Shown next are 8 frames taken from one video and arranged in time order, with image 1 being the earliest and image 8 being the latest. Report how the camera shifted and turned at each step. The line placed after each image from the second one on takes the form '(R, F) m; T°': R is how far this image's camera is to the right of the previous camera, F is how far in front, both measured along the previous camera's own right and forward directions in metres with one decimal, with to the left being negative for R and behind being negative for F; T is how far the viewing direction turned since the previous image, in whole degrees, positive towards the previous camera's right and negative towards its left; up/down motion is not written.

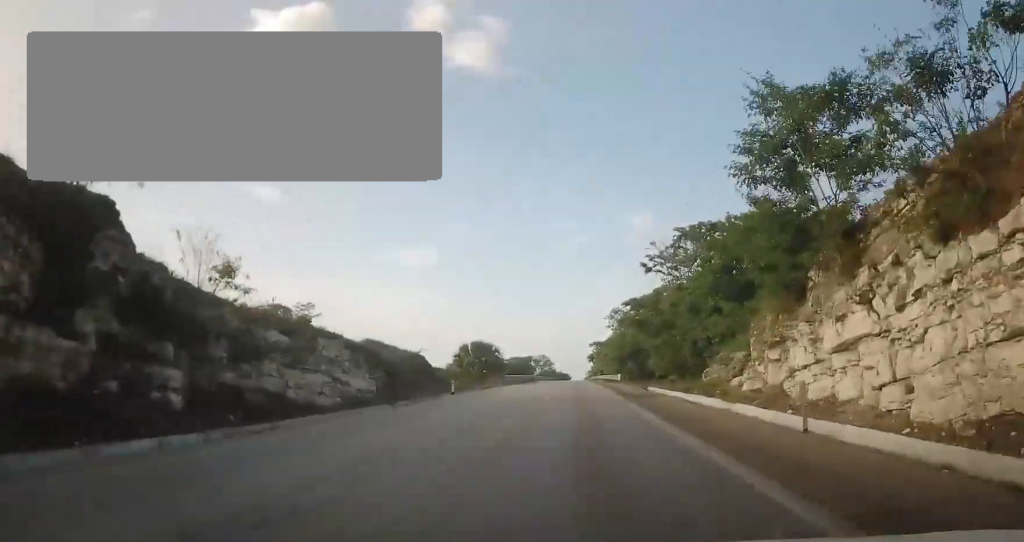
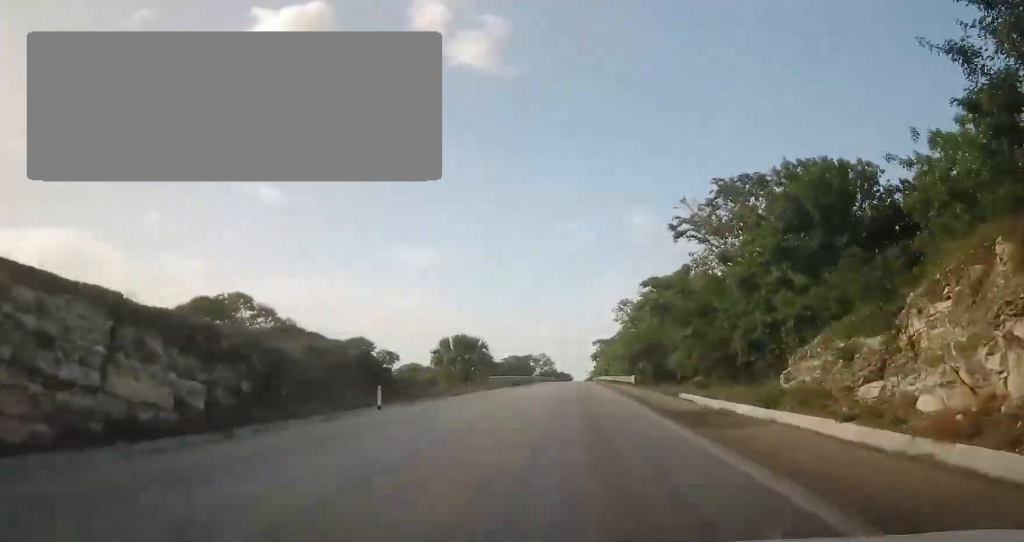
(-0.3, +12.8) m; 0°
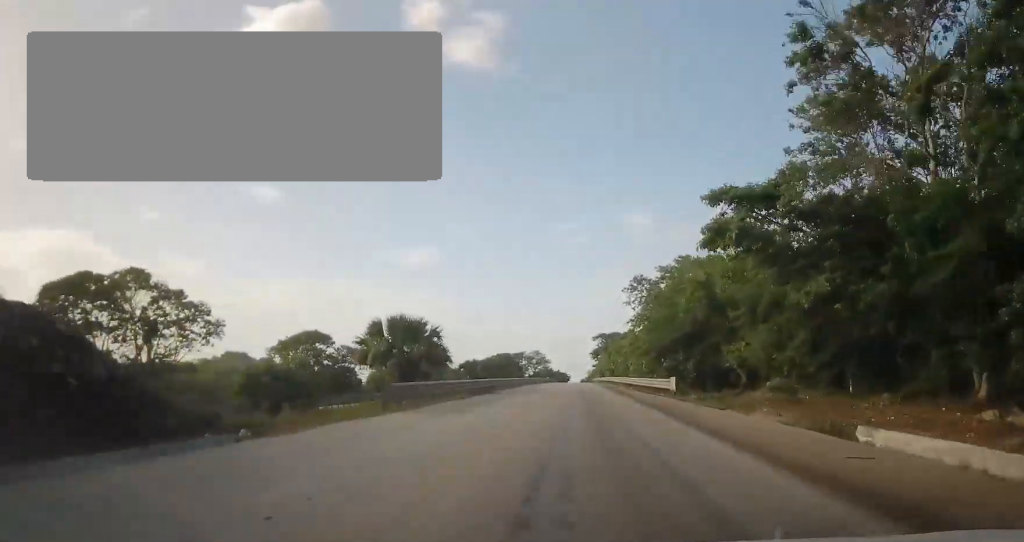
(+0.1, +21.6) m; +1°
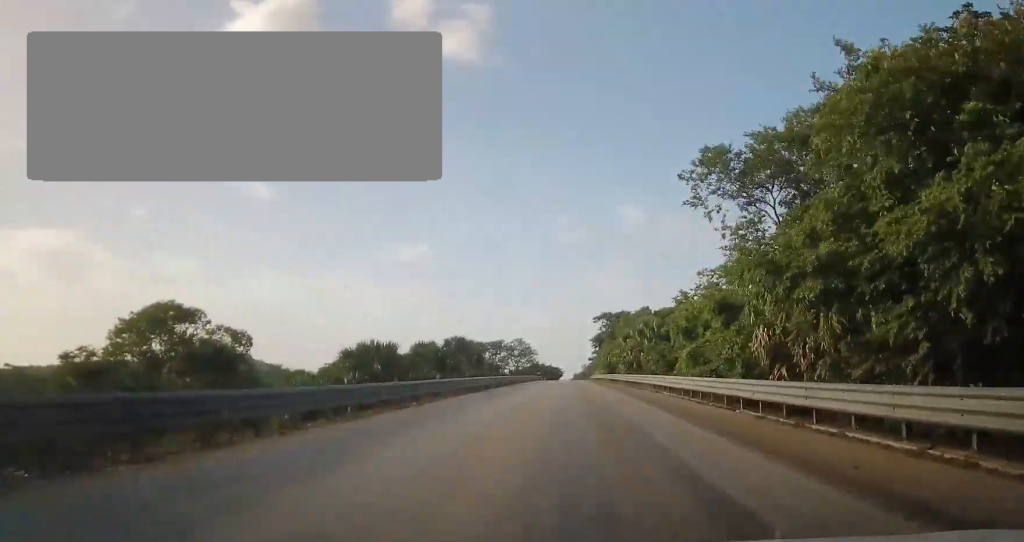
(+0.3, +38.6) m; 0°
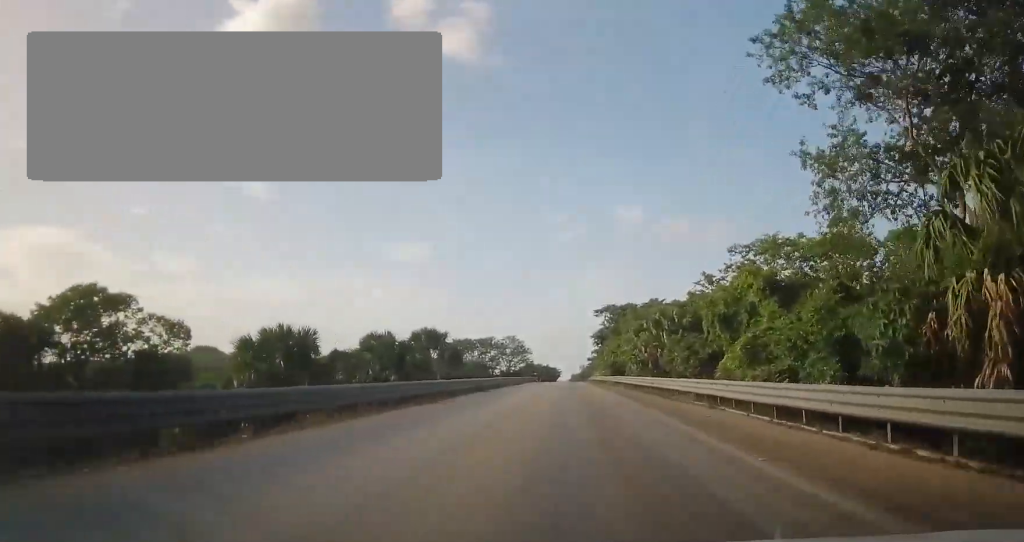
(-0.2, +13.0) m; 0°
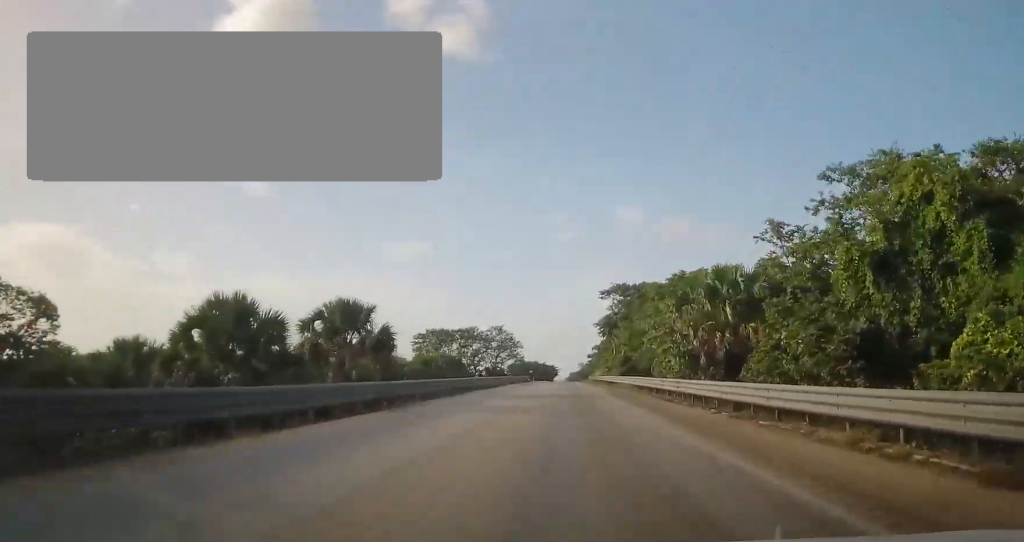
(-0.2, +19.7) m; +1°
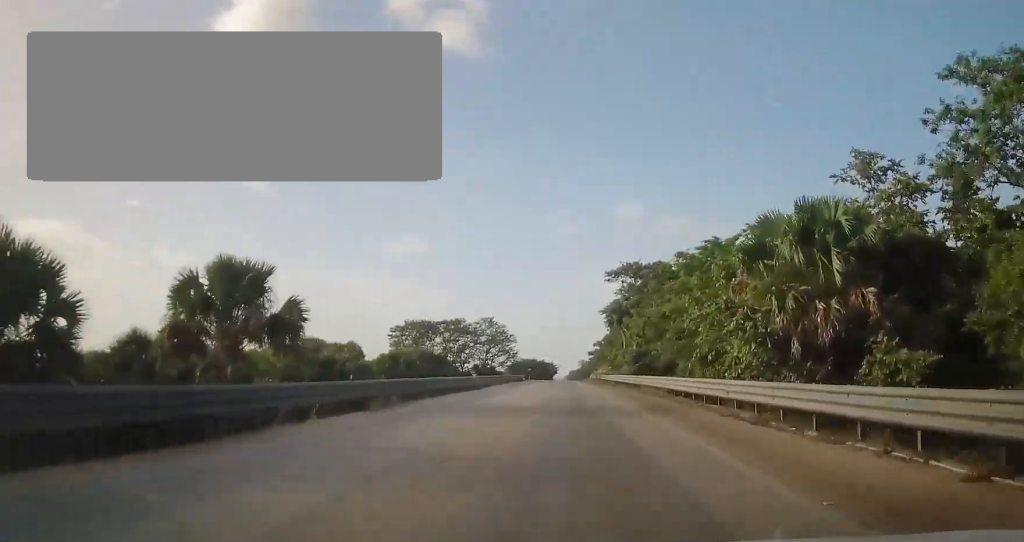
(+0.4, +12.1) m; 0°
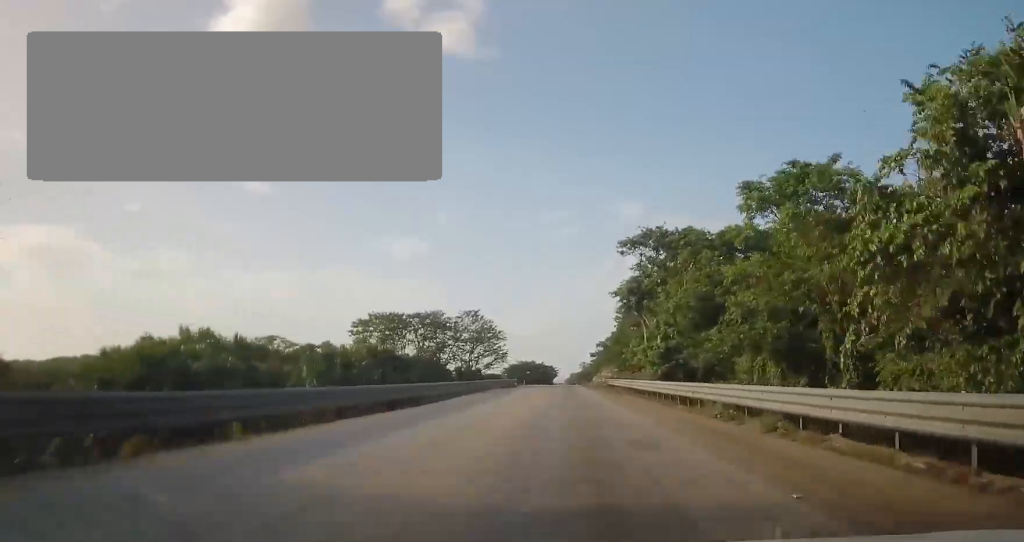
(+0.2, +14.8) m; 0°
